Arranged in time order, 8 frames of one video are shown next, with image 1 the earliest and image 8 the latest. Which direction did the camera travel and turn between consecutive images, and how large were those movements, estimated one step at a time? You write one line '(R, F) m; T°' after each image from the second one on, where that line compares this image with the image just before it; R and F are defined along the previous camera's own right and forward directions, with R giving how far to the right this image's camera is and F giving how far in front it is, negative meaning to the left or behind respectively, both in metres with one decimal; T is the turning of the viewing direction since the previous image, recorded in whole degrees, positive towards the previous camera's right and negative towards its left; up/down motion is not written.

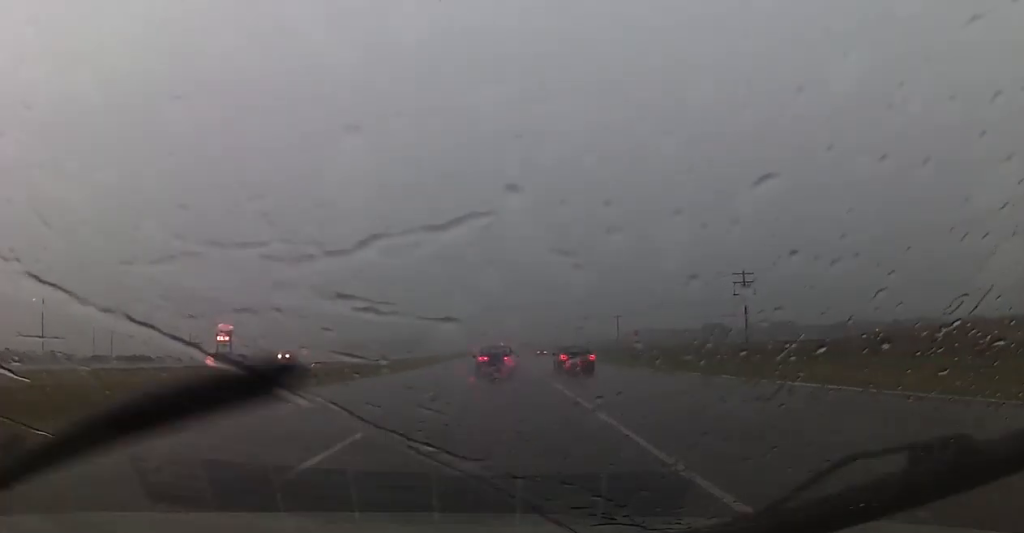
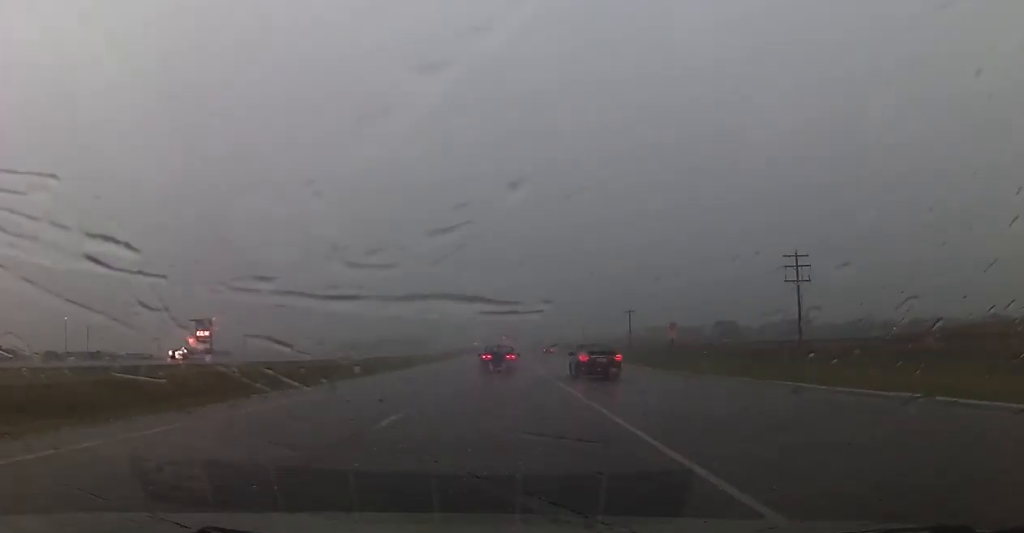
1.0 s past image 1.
(0.0, +14.9) m; -1°
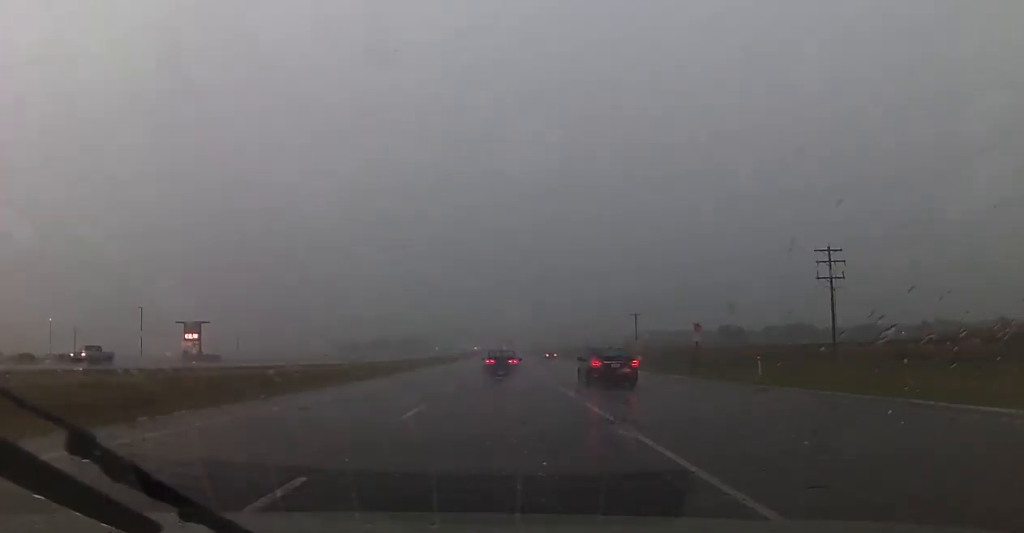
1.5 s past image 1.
(0.0, +7.3) m; 0°
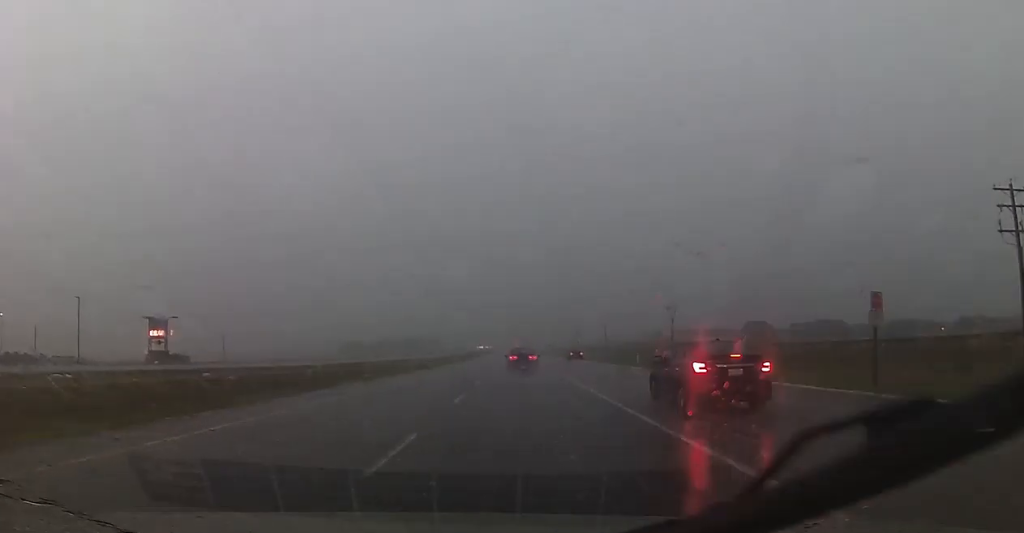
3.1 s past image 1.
(0.0, +23.7) m; 0°
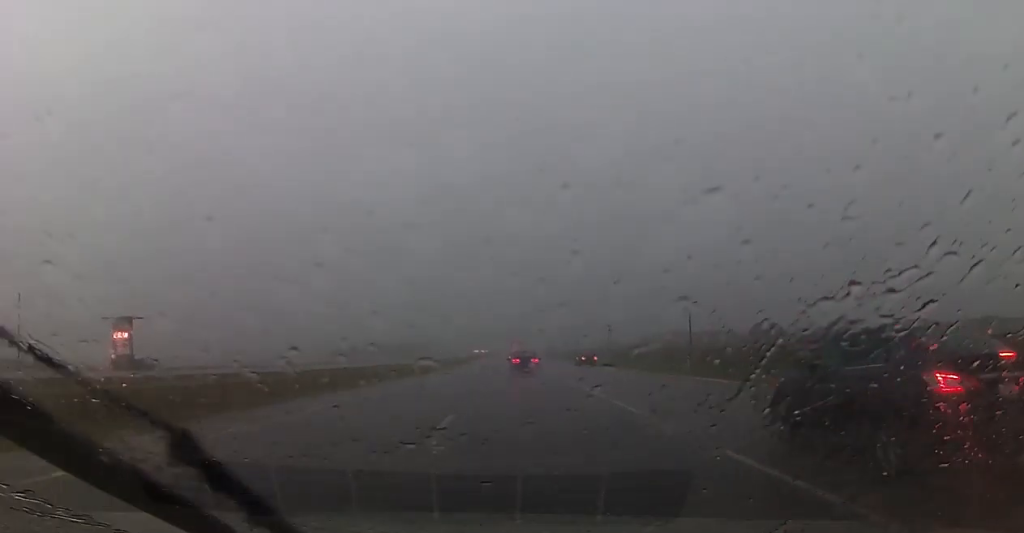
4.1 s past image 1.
(-0.1, +14.1) m; 0°
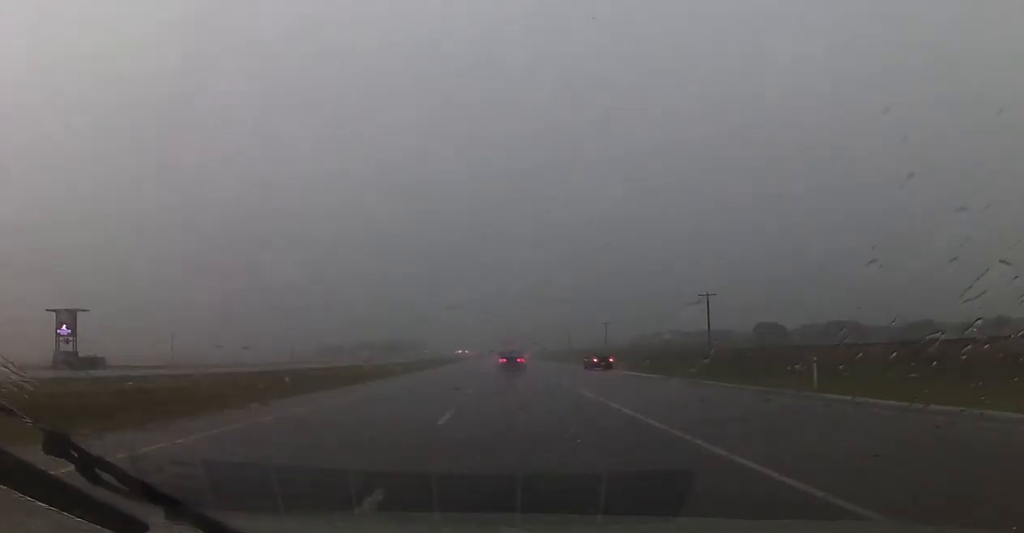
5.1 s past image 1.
(+0.2, +16.3) m; +1°
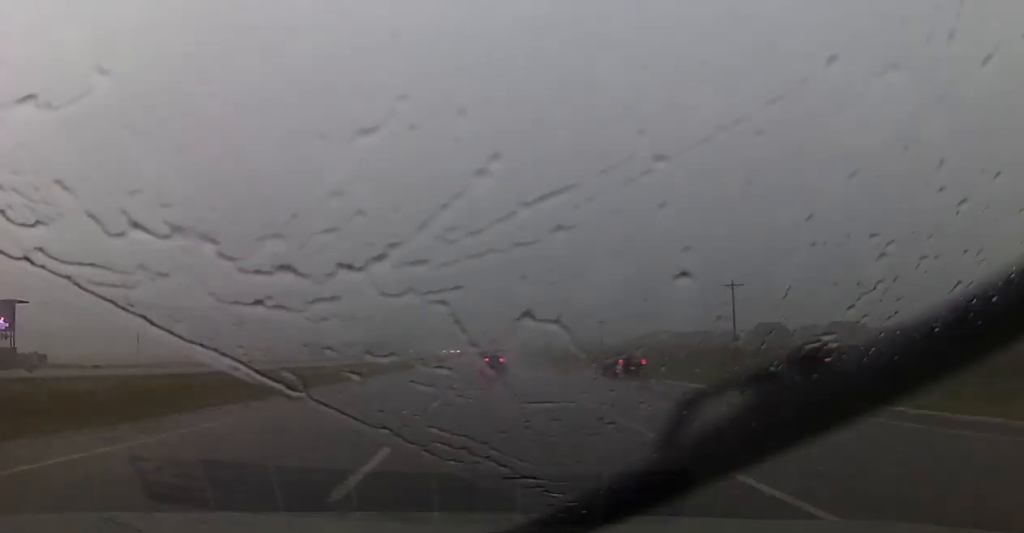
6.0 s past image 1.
(+0.1, +15.6) m; 0°
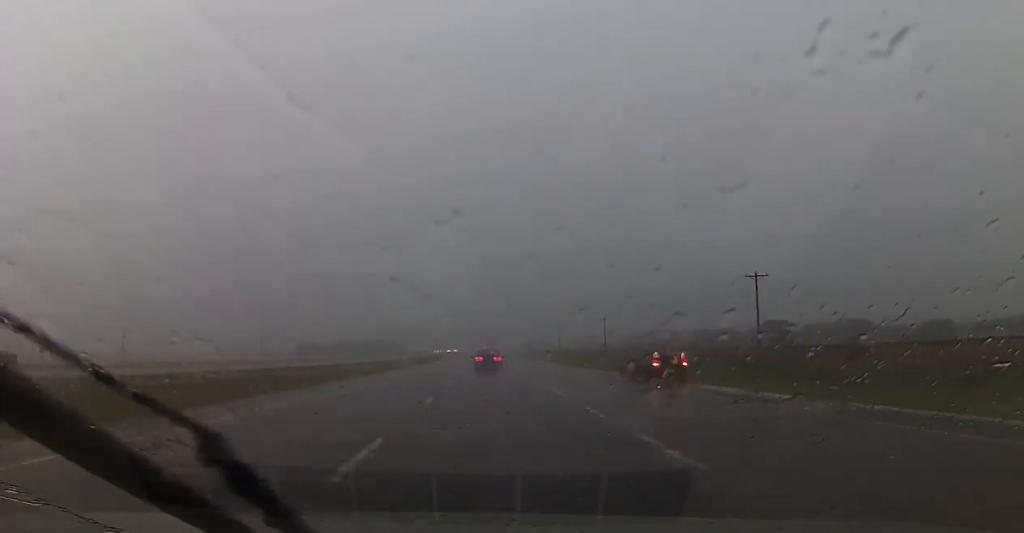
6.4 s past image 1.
(0.0, +8.2) m; 0°
